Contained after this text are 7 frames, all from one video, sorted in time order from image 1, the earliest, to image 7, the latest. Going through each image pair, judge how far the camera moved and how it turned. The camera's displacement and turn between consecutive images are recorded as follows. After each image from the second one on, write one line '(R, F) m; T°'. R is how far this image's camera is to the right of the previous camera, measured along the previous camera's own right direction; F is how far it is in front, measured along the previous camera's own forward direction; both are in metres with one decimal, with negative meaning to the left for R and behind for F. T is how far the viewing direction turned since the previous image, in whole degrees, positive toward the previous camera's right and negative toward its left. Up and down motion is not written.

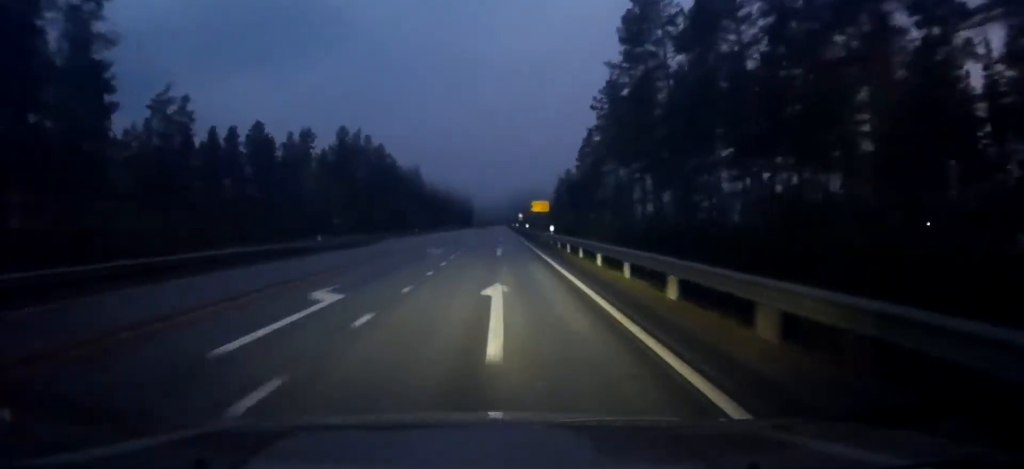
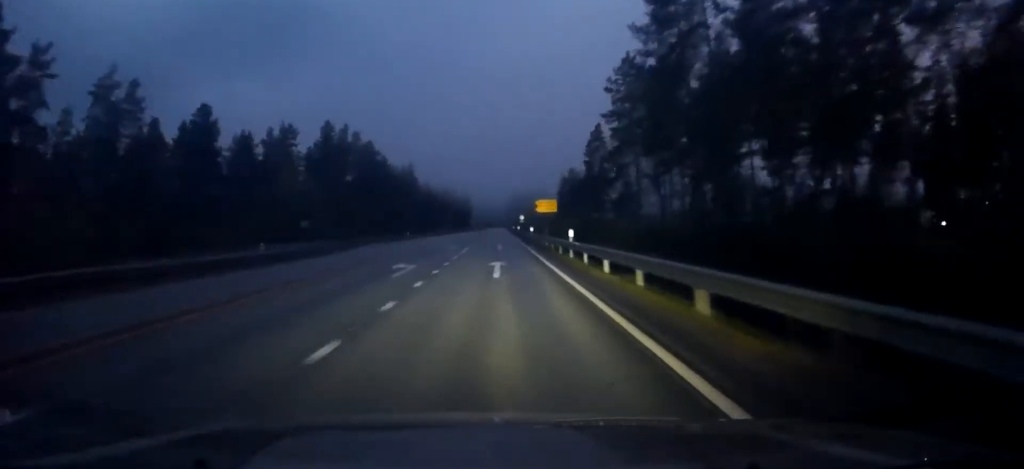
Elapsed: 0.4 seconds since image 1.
(+0.1, +10.1) m; 0°
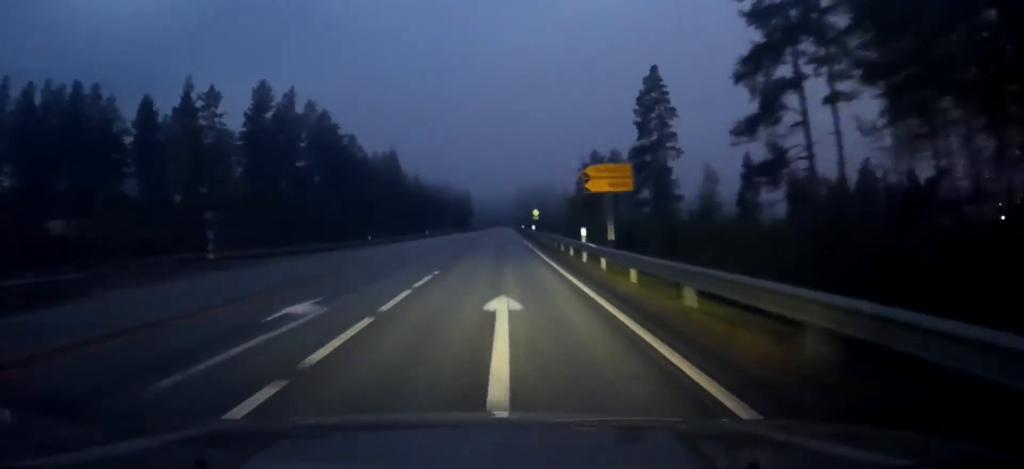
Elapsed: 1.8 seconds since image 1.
(+0.2, +31.9) m; 0°
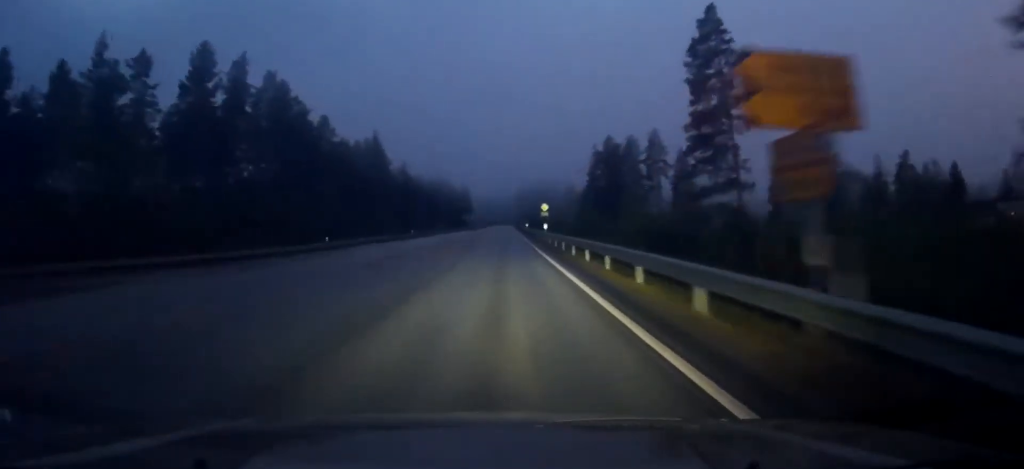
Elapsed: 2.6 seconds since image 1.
(0.0, +16.3) m; 0°
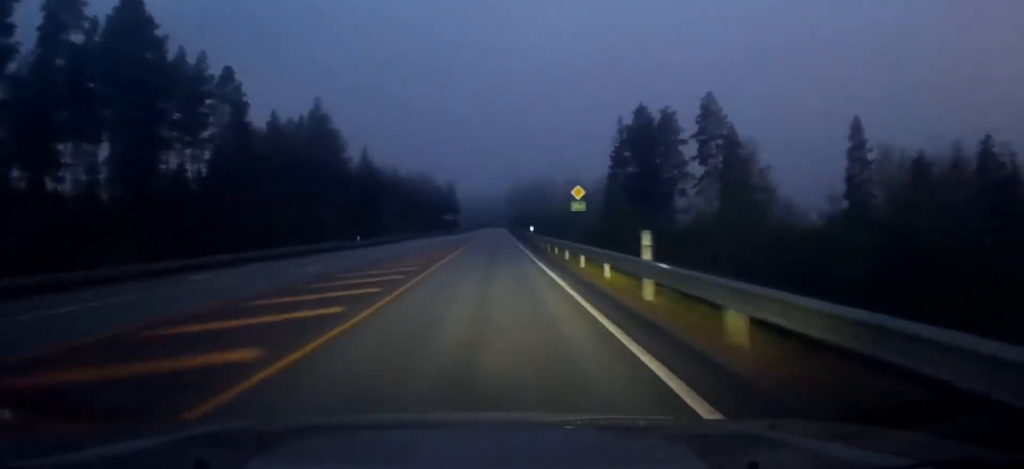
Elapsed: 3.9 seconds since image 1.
(0.0, +29.7) m; 0°
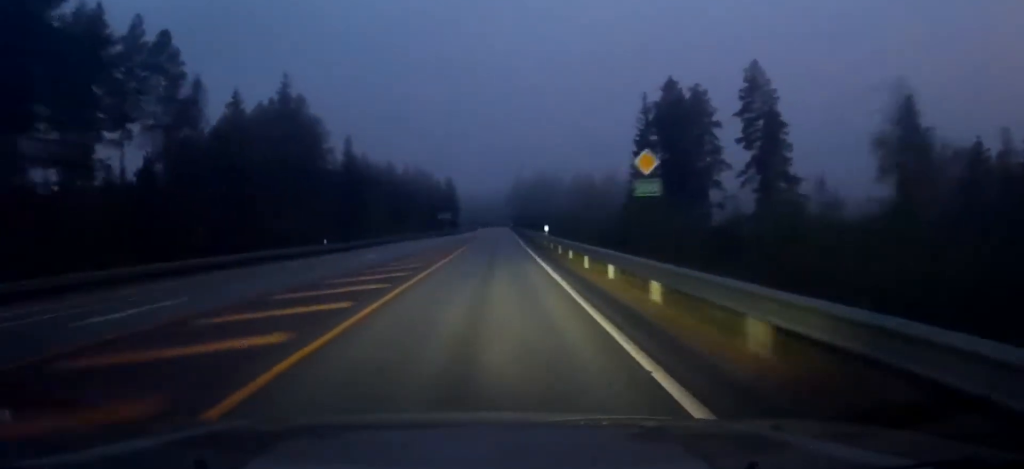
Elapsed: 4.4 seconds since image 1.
(0.0, +12.5) m; 0°
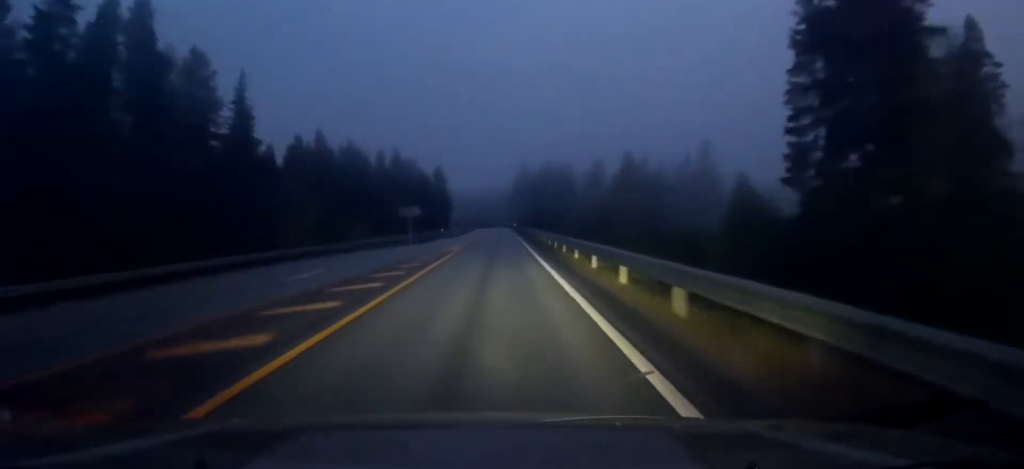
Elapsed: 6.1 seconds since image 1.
(-0.1, +36.4) m; 0°
